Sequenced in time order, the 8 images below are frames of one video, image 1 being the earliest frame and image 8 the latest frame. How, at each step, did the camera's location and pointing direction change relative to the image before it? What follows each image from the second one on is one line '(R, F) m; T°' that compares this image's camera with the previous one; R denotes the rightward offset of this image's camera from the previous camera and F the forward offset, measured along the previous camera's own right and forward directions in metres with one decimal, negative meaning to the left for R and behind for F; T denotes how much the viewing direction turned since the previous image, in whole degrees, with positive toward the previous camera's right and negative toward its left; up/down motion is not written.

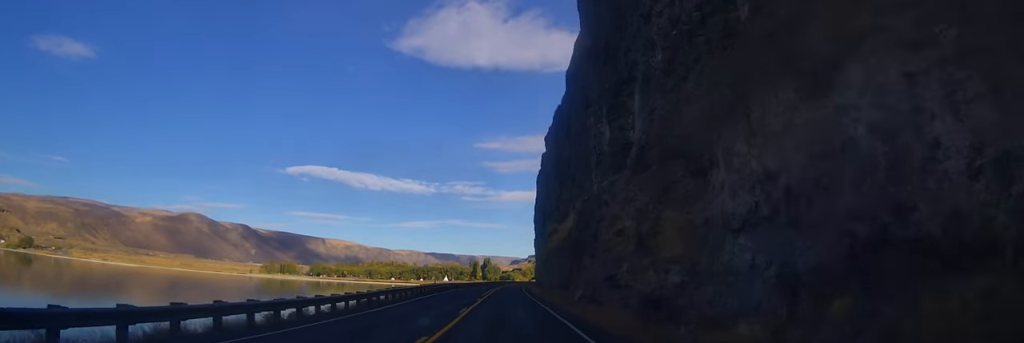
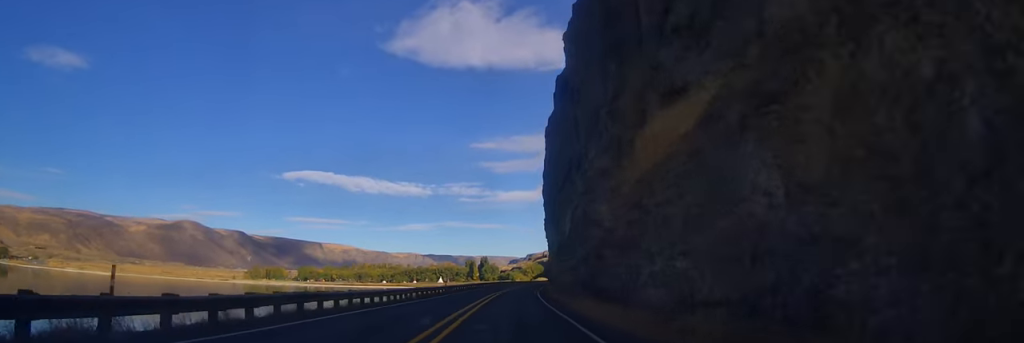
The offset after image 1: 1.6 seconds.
(+0.4, +42.7) m; 0°
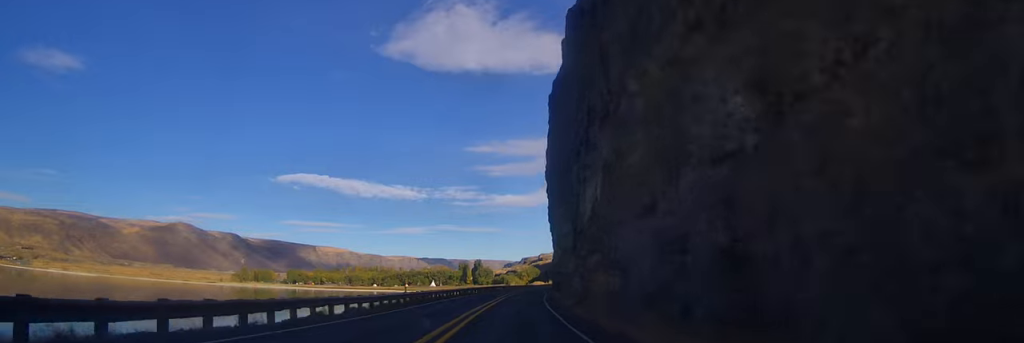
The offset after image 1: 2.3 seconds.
(-0.2, +18.7) m; -1°
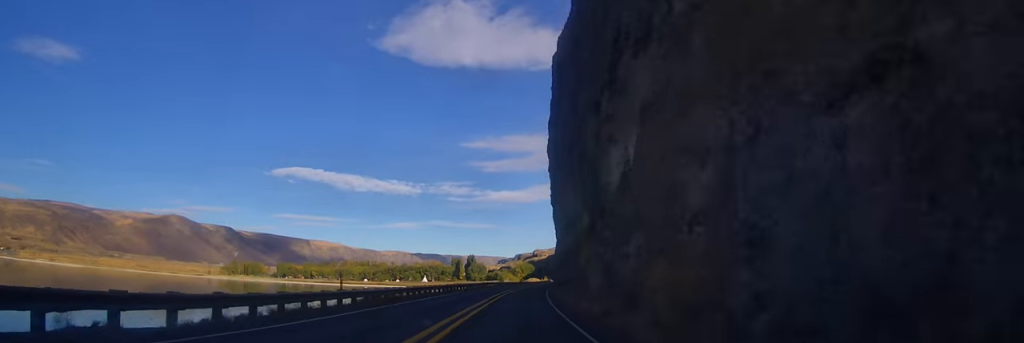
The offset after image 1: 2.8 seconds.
(-0.1, +12.6) m; 0°
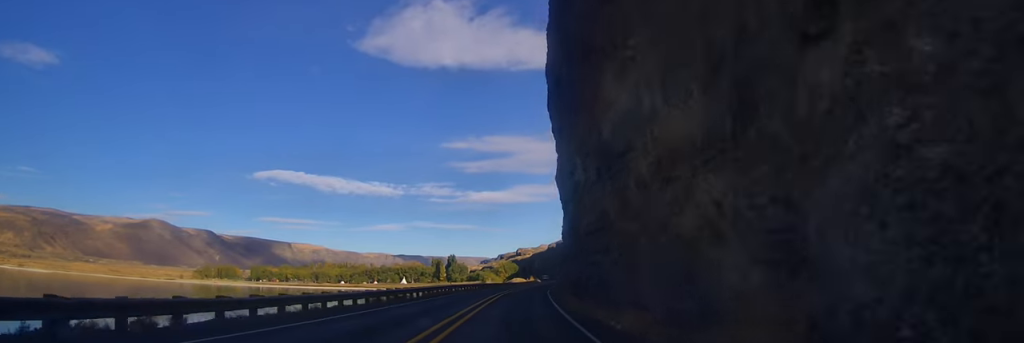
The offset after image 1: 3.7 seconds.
(+0.2, +24.2) m; +1°
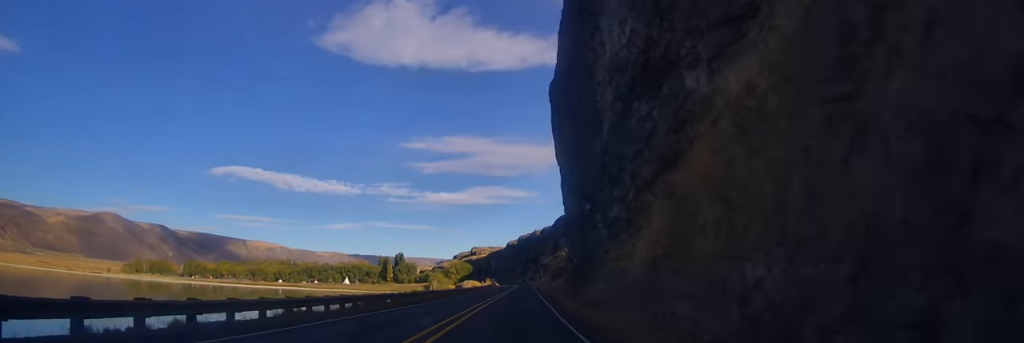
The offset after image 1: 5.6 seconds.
(+1.3, +51.5) m; +3°
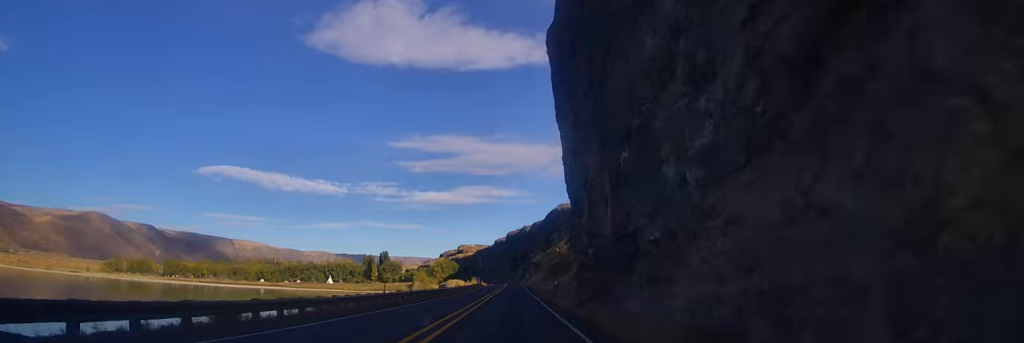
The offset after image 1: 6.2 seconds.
(-0.2, +15.1) m; +1°
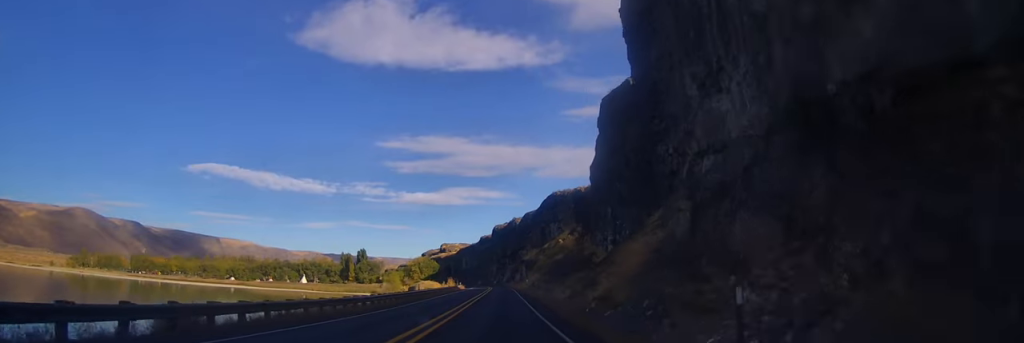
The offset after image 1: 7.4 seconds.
(+1.1, +33.9) m; +3°
